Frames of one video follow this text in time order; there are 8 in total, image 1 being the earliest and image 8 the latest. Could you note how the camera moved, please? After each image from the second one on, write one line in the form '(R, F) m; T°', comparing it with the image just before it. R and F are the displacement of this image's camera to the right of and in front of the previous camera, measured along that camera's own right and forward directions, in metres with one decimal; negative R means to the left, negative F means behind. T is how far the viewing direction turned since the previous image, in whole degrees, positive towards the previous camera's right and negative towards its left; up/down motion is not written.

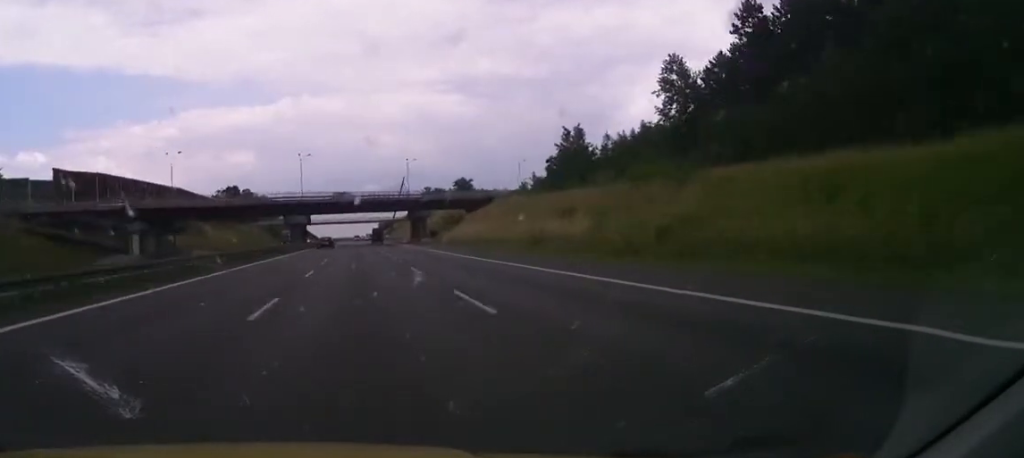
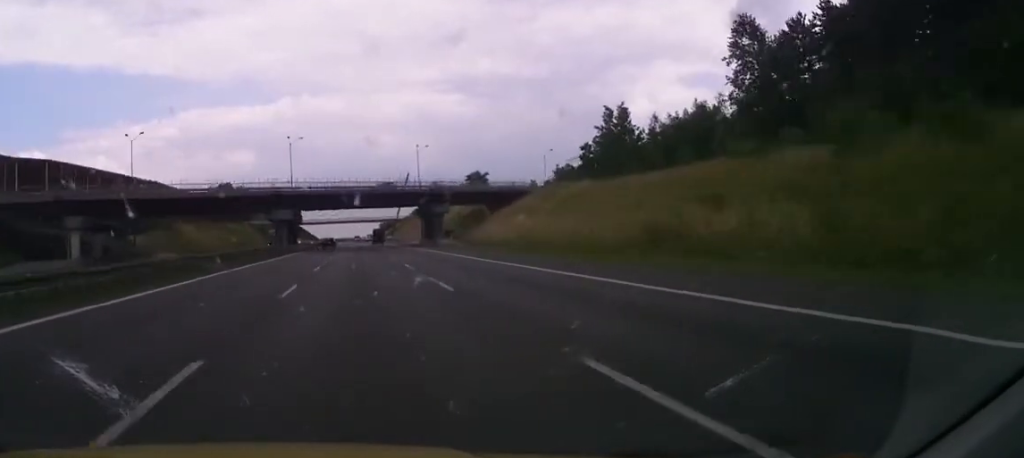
(+0.1, +19.5) m; 0°
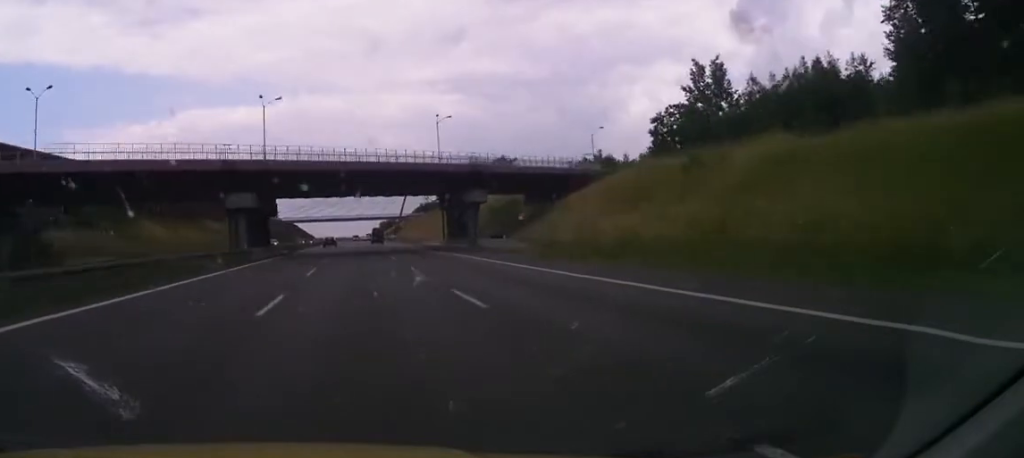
(-0.2, +27.5) m; 0°
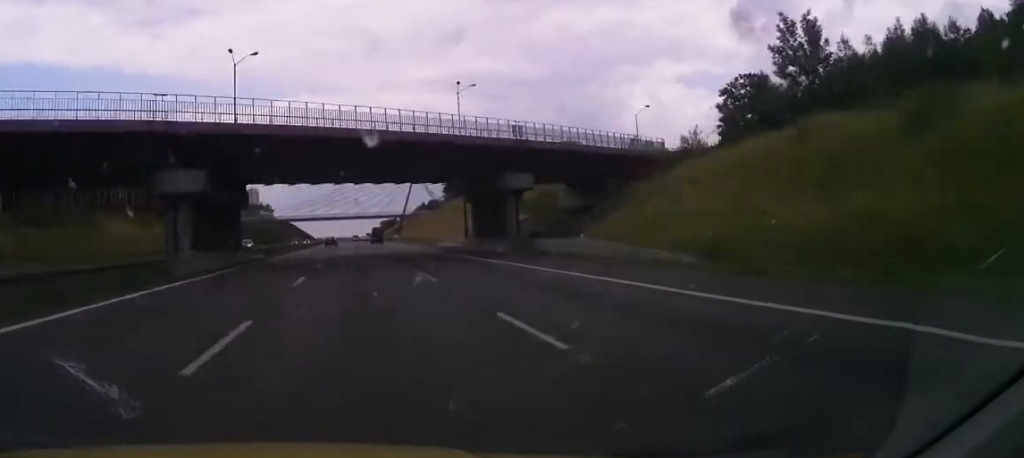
(-0.1, +17.0) m; 0°
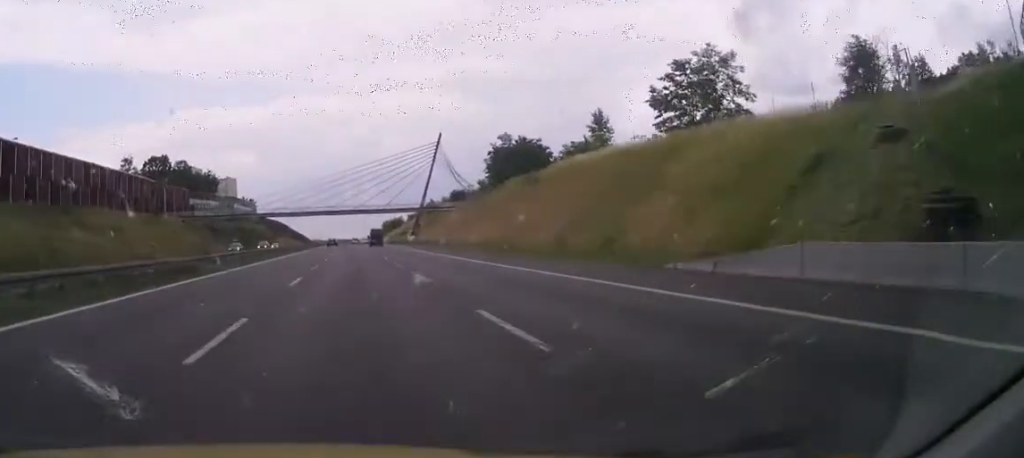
(+0.6, +58.8) m; +1°
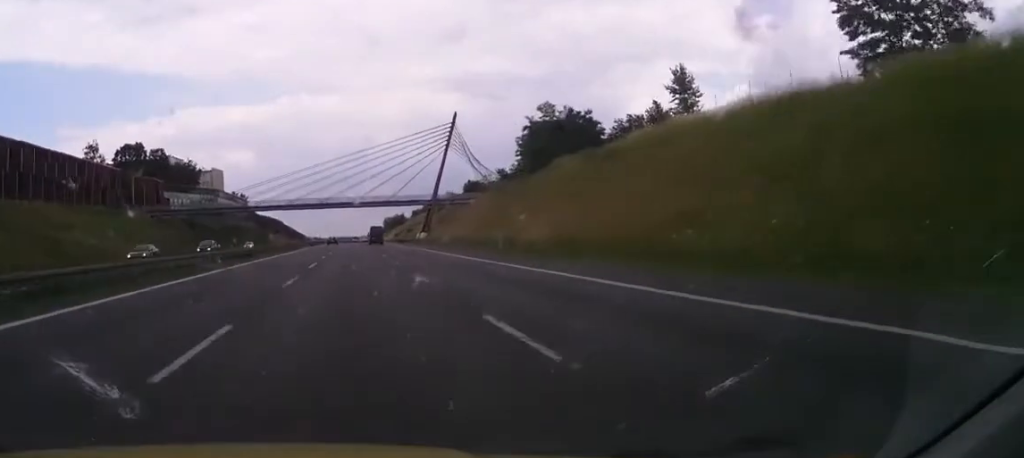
(0.0, +24.9) m; 0°
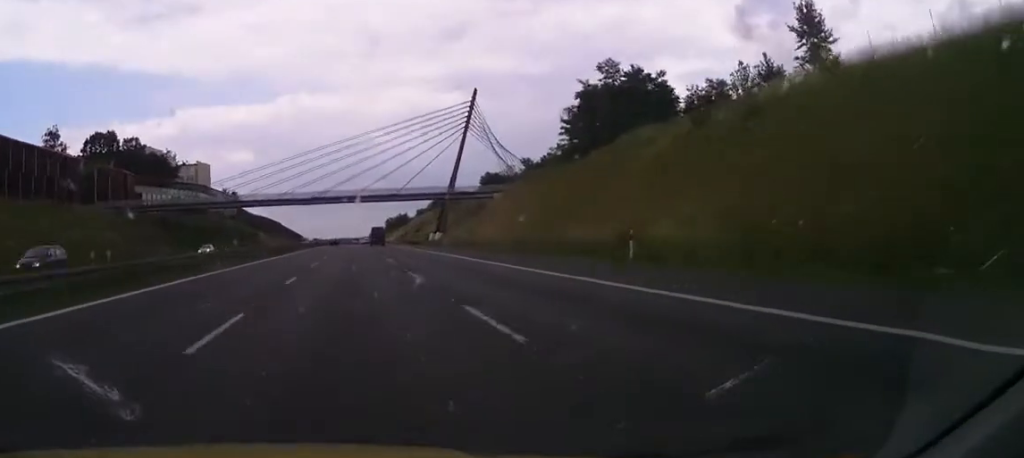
(0.0, +22.3) m; 0°
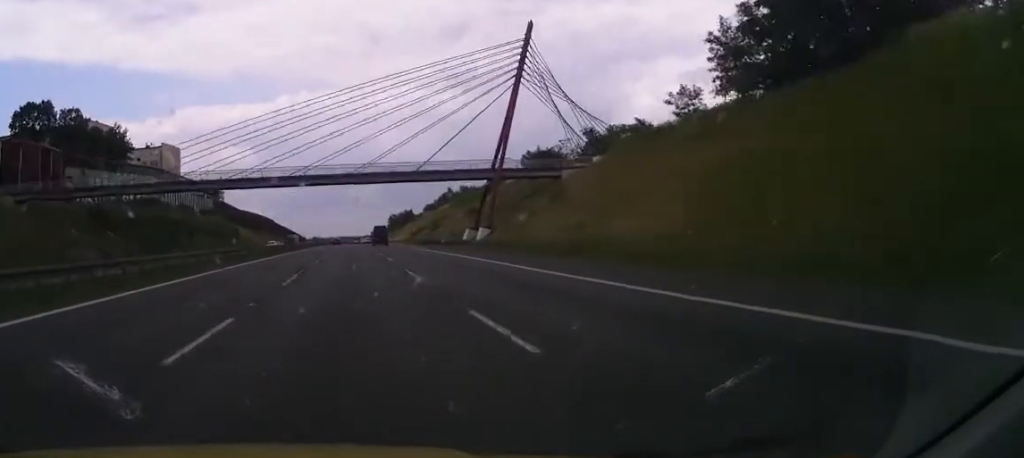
(-0.1, +36.8) m; 0°
